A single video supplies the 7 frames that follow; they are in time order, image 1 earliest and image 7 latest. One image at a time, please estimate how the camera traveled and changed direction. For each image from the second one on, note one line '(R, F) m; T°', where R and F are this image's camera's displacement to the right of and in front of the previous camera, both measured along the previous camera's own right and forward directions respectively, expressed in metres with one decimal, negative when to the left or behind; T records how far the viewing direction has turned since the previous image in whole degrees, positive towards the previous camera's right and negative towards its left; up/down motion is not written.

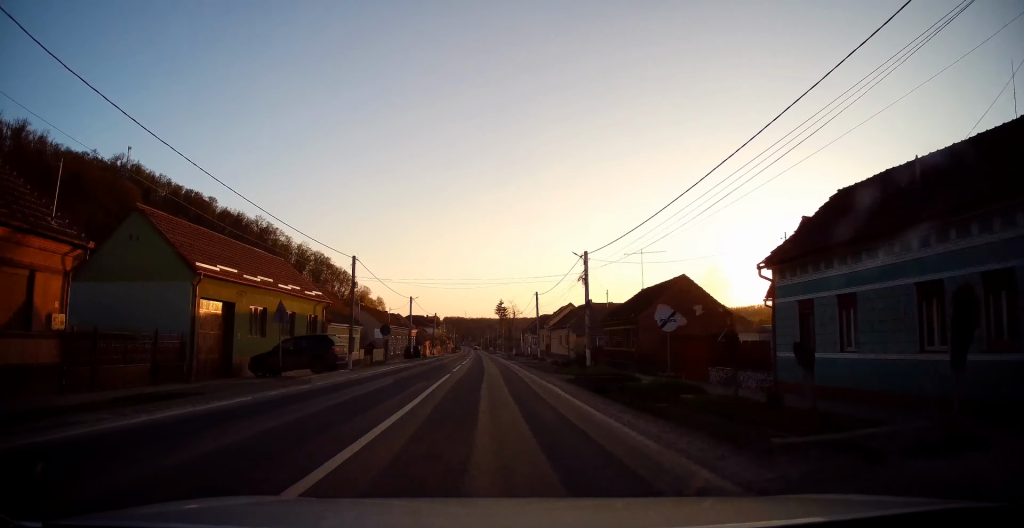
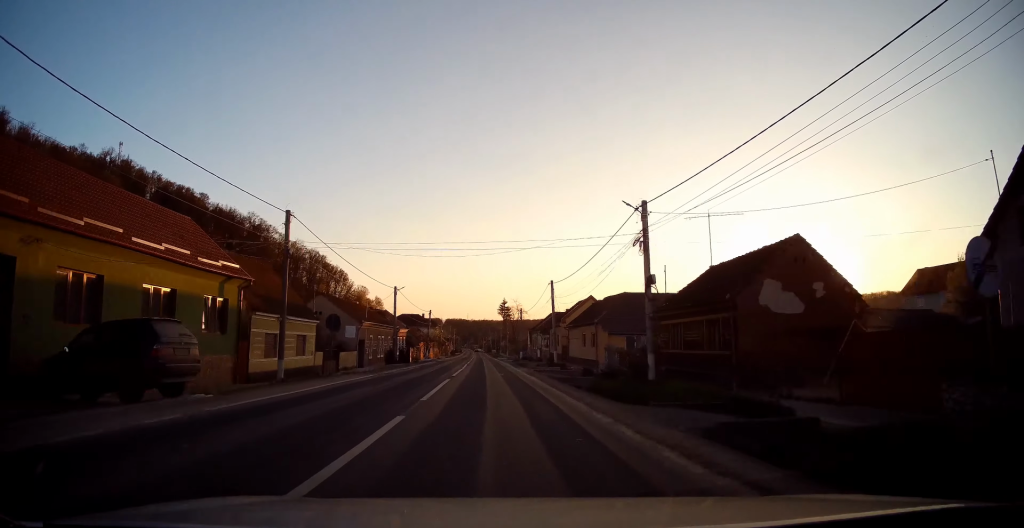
(-0.1, +13.2) m; -1°
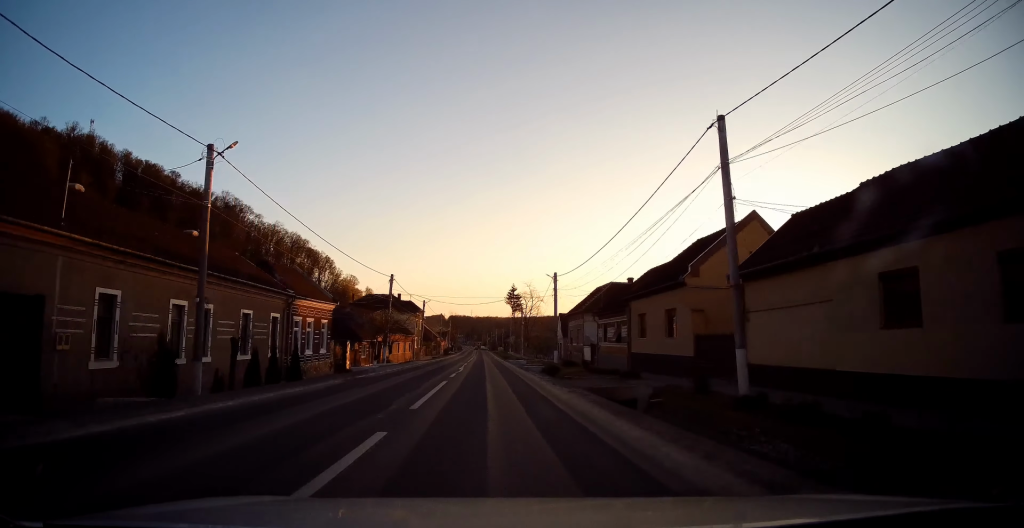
(0.0, +38.4) m; 0°
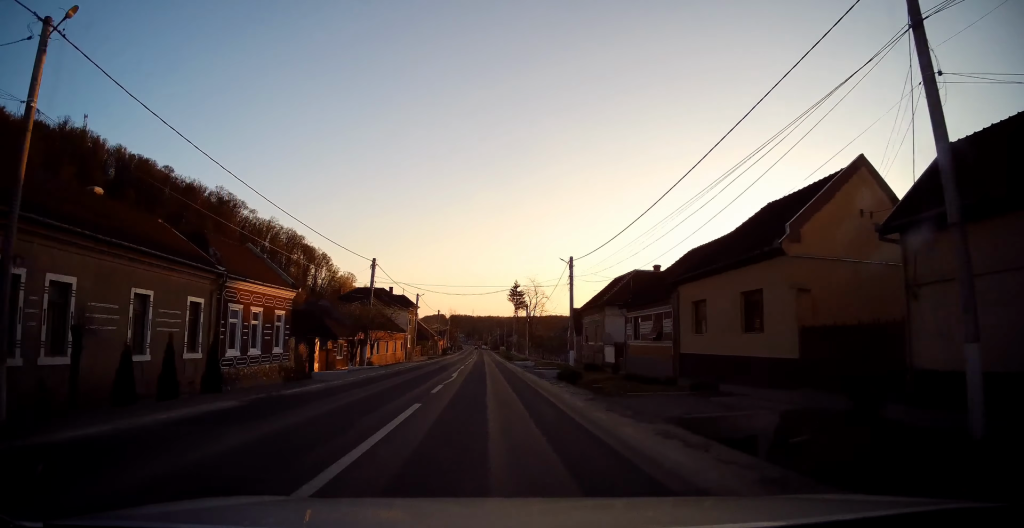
(+0.1, +8.1) m; 0°
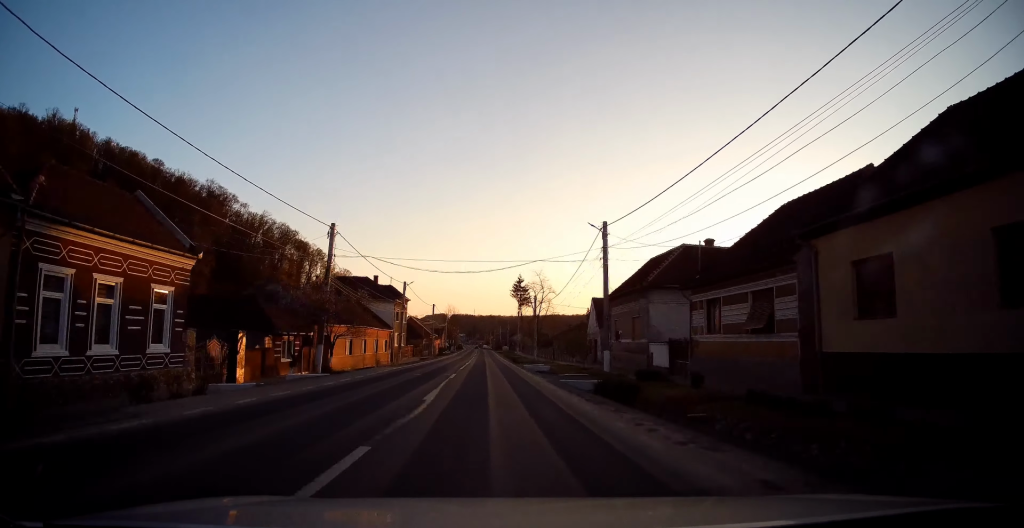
(-0.2, +11.1) m; 0°
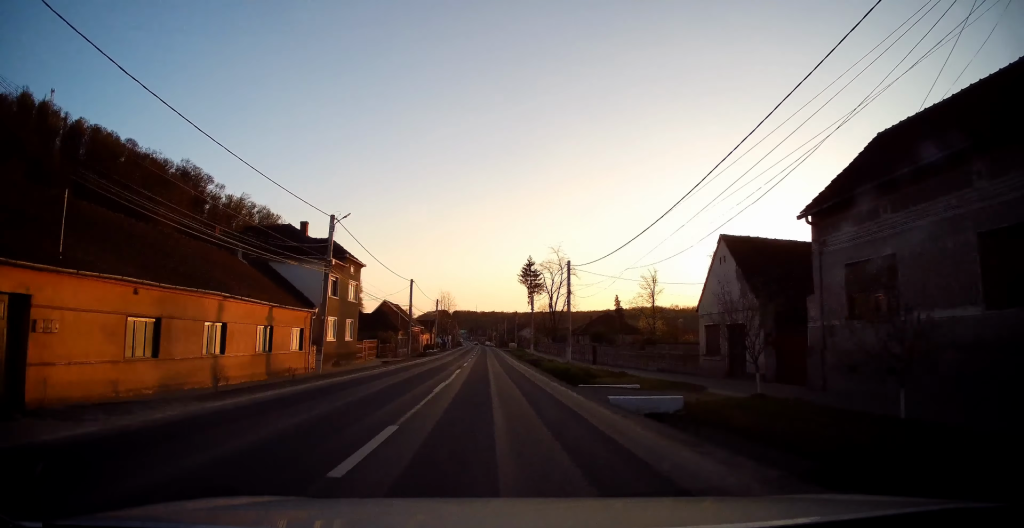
(0.0, +25.6) m; 0°
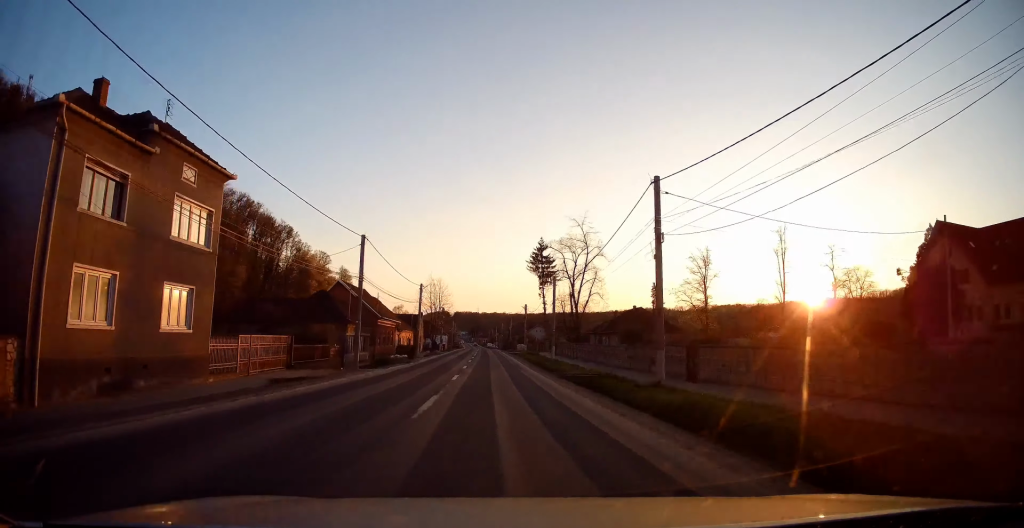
(-0.1, +22.4) m; -1°
